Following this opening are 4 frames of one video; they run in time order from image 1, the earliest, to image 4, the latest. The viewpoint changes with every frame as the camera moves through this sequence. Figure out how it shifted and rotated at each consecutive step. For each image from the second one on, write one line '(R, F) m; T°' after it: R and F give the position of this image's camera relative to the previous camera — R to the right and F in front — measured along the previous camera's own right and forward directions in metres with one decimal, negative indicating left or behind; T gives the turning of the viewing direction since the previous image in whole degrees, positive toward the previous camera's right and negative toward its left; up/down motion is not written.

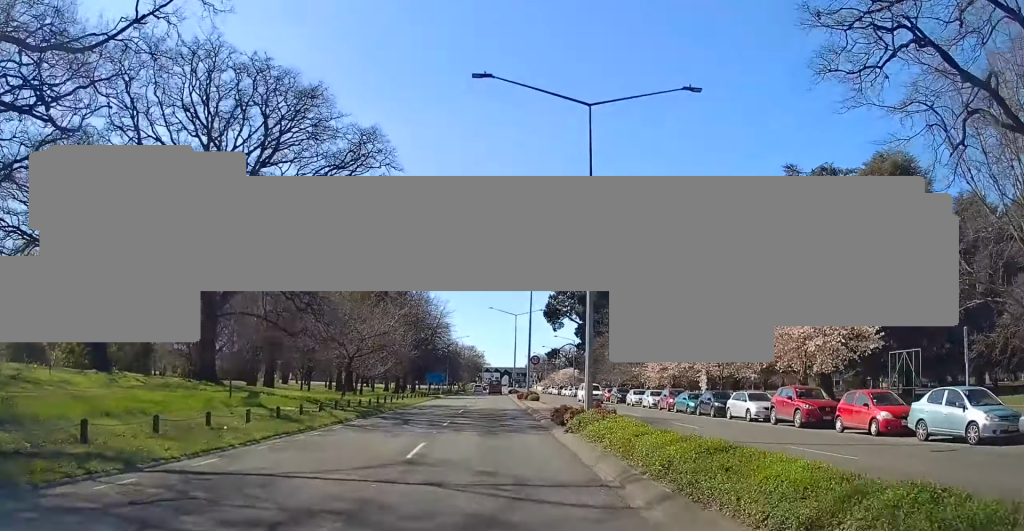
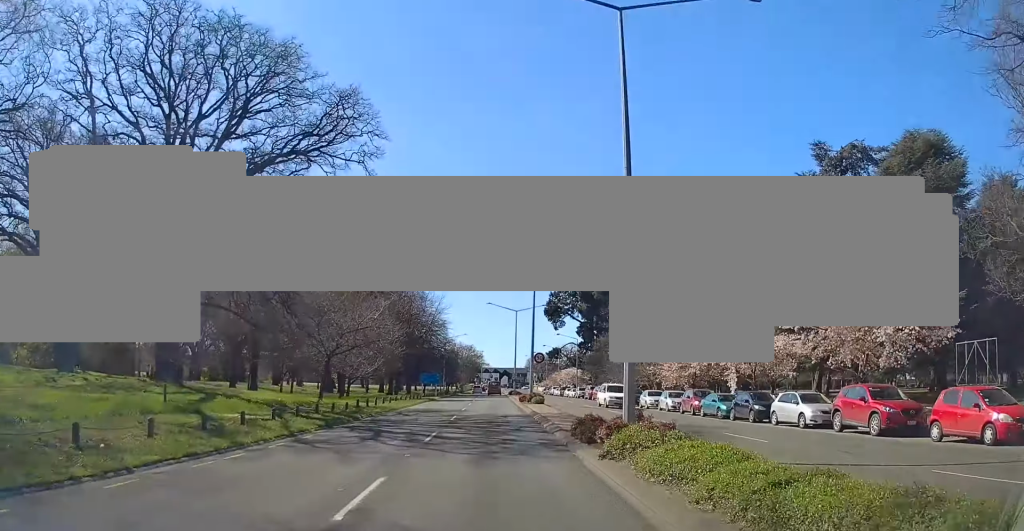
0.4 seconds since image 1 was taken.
(-0.2, +5.7) m; -1°
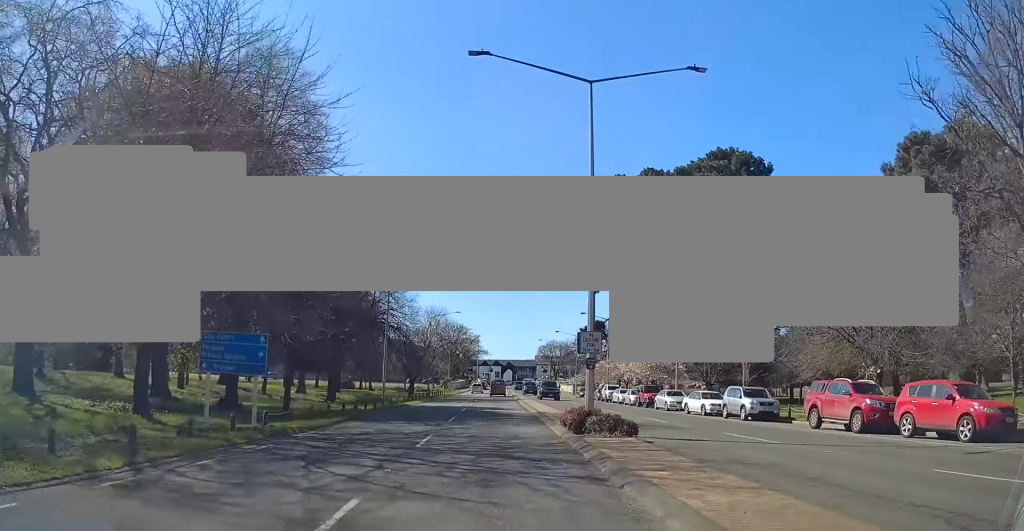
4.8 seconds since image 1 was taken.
(-2.2, +61.6) m; 0°
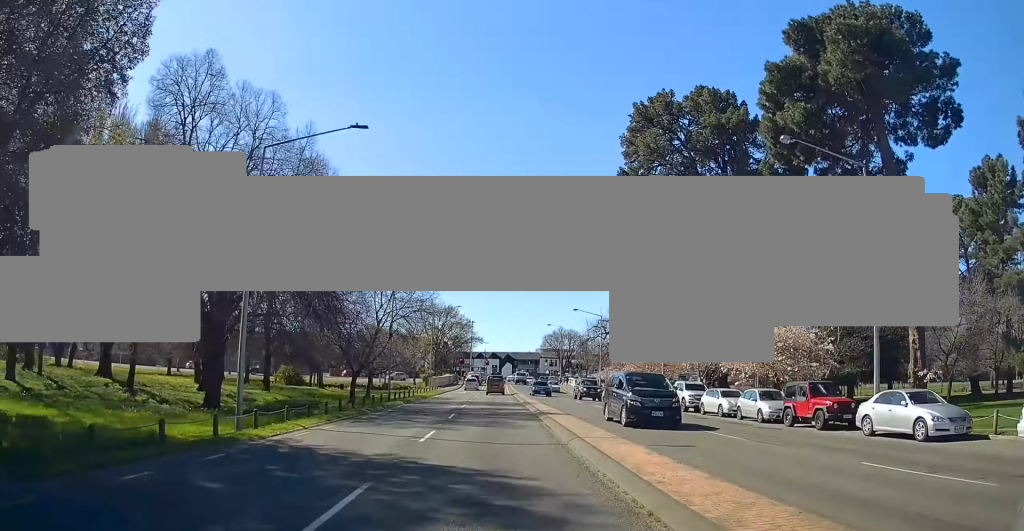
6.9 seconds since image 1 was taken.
(+0.1, +29.0) m; 0°
